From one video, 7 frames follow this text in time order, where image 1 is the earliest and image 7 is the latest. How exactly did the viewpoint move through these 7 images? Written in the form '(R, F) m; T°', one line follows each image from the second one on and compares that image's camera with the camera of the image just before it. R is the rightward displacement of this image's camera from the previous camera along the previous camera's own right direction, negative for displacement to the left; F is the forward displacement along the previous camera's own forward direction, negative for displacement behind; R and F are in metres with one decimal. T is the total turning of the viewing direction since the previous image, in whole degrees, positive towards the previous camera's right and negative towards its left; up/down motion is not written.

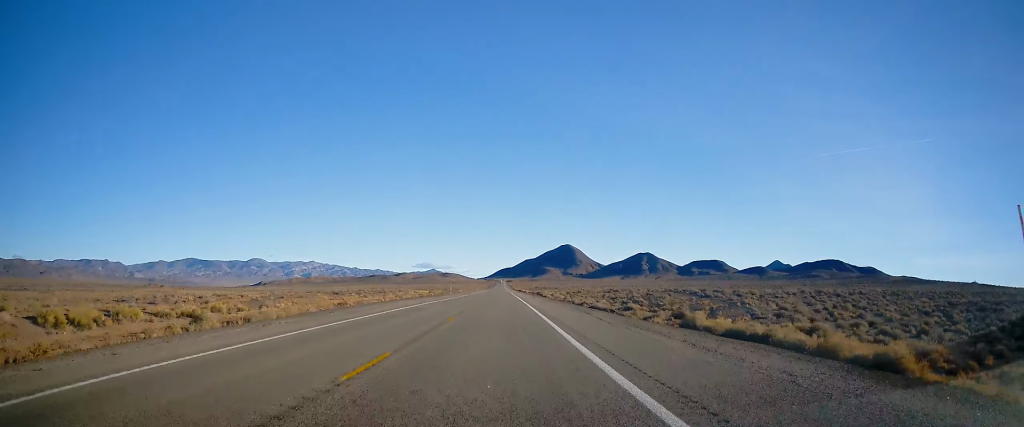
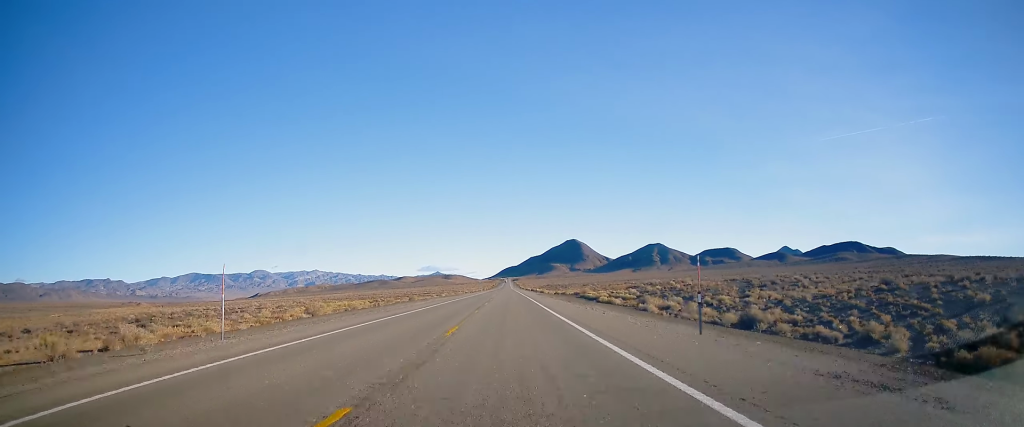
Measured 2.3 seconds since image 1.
(-0.5, +78.0) m; 0°
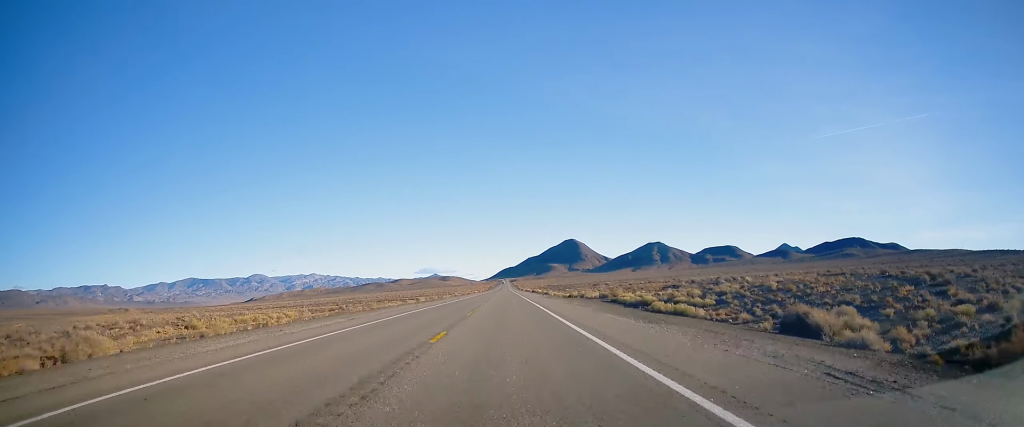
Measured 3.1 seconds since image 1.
(+0.3, +26.2) m; 0°
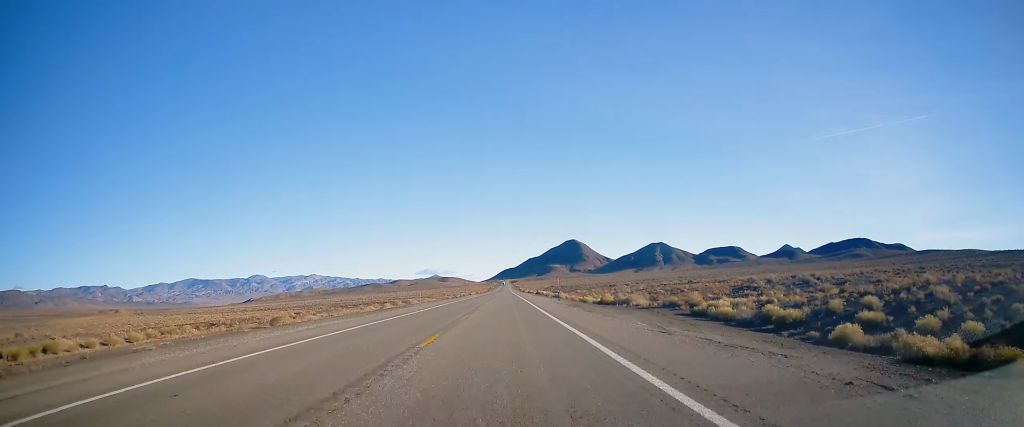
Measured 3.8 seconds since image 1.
(-0.2, +25.3) m; 0°
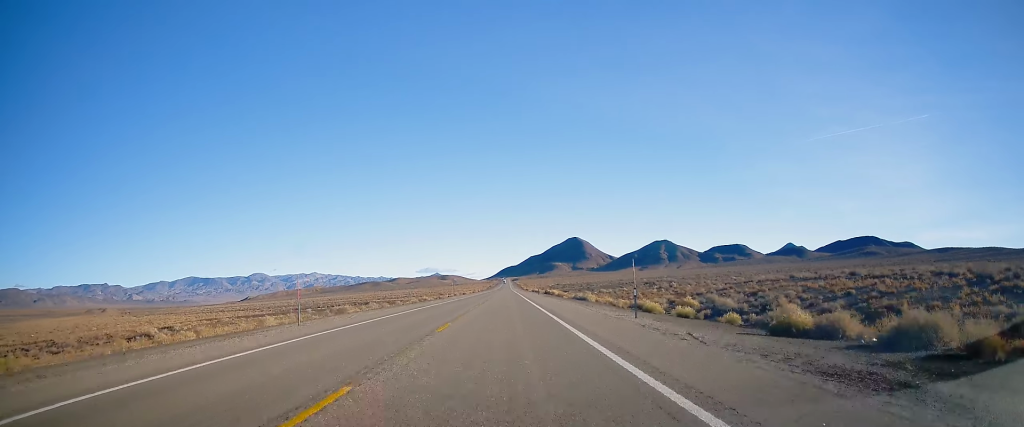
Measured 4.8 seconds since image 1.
(+0.3, +32.7) m; 0°
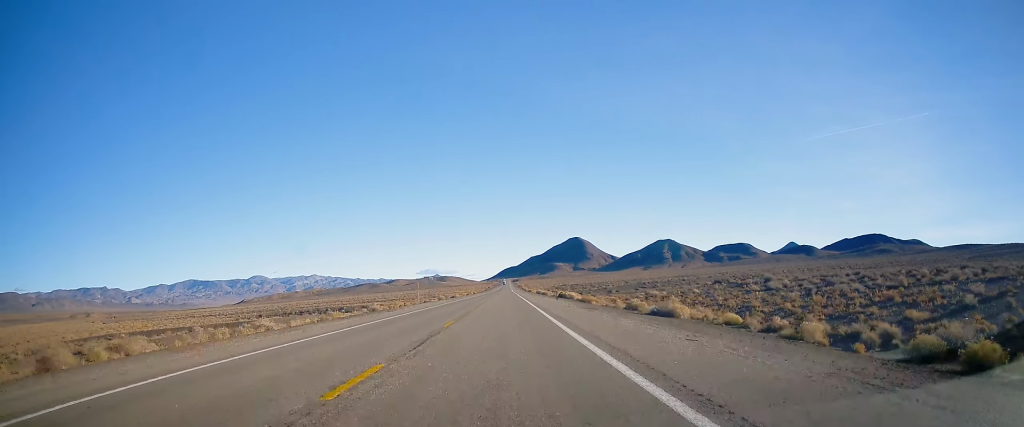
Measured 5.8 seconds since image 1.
(-0.2, +33.9) m; 0°
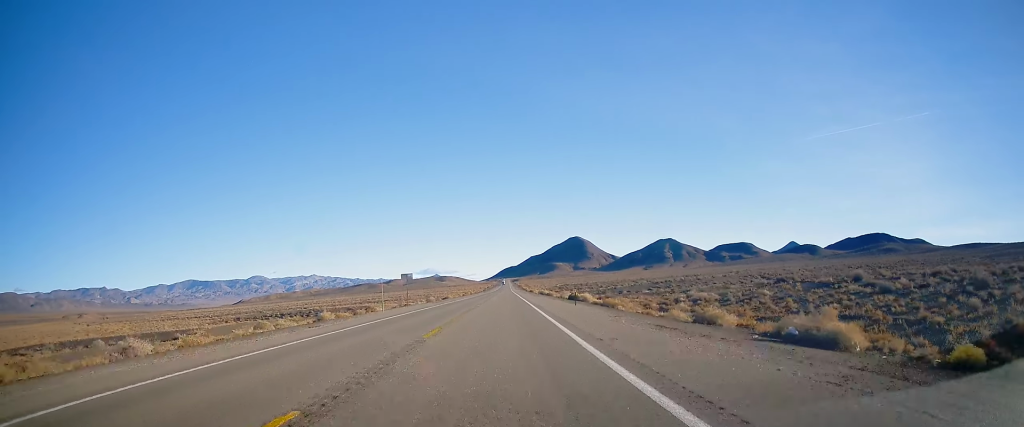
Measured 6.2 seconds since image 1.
(0.0, +15.8) m; 0°
